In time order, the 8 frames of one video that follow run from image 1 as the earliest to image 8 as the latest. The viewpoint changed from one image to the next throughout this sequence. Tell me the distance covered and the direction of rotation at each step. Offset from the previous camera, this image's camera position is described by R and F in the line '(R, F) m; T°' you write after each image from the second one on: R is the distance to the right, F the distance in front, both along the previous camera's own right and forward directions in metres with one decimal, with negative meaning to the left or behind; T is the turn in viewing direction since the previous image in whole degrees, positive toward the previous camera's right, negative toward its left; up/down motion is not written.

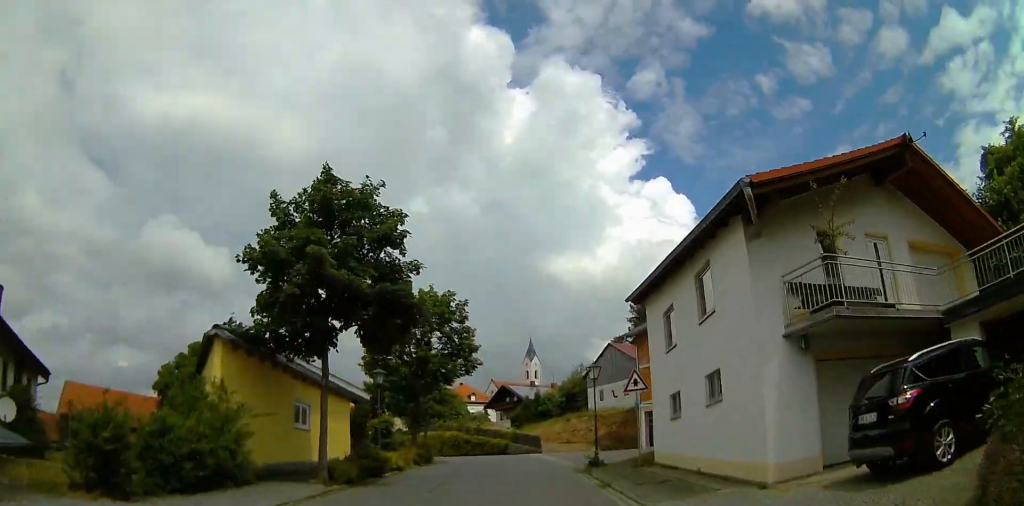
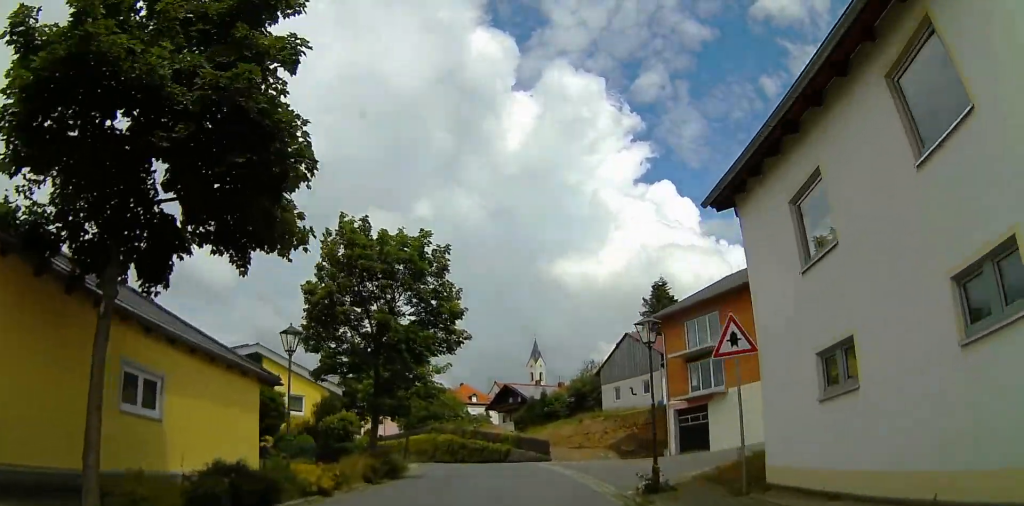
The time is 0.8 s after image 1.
(0.0, +9.1) m; 0°
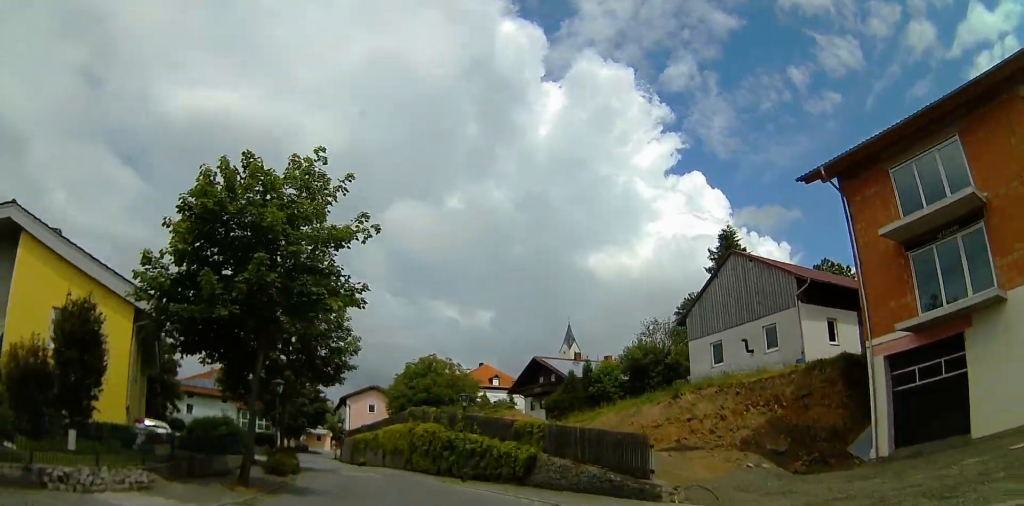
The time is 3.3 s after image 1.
(-0.2, +26.1) m; -4°
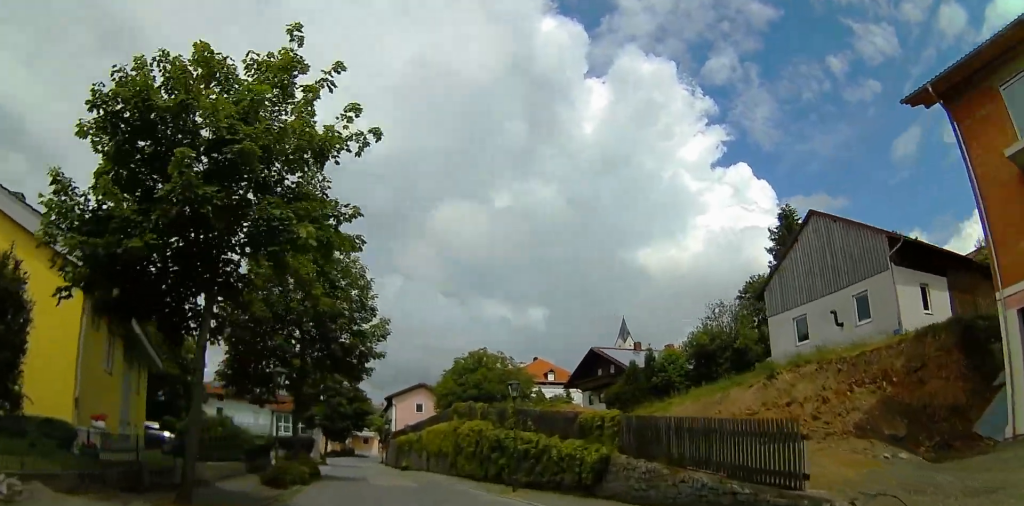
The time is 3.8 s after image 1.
(0.0, +5.2) m; -3°
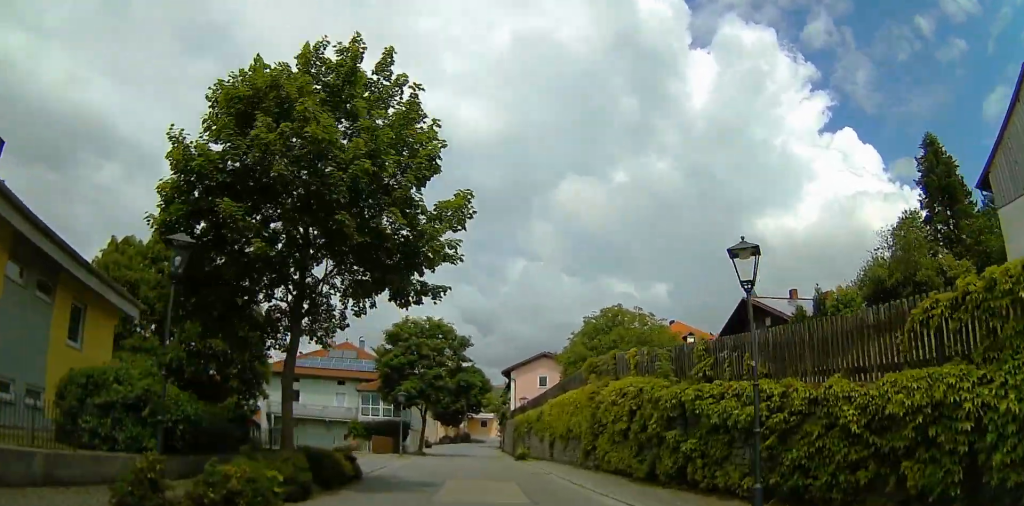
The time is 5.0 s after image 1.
(-0.9, +11.5) m; -11°
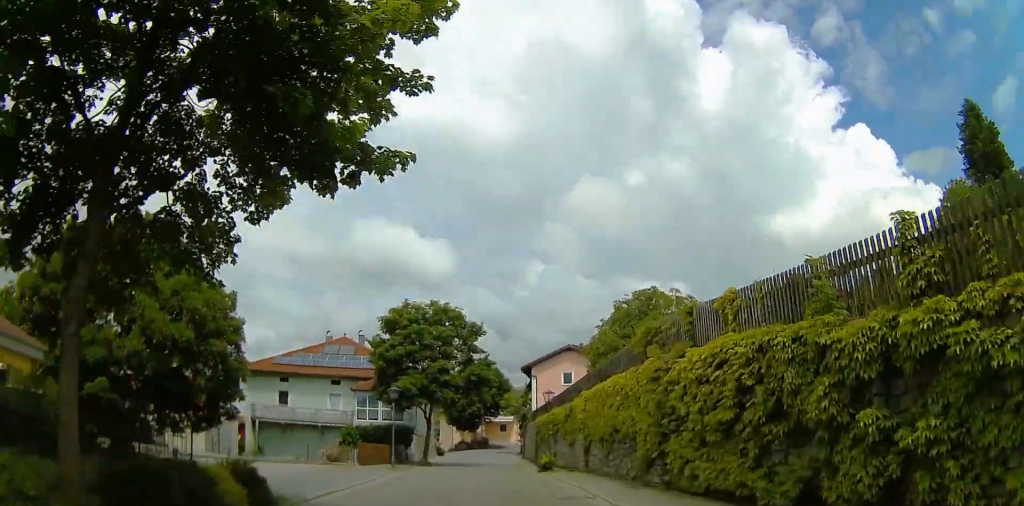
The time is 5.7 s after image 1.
(-0.6, +6.7) m; -3°
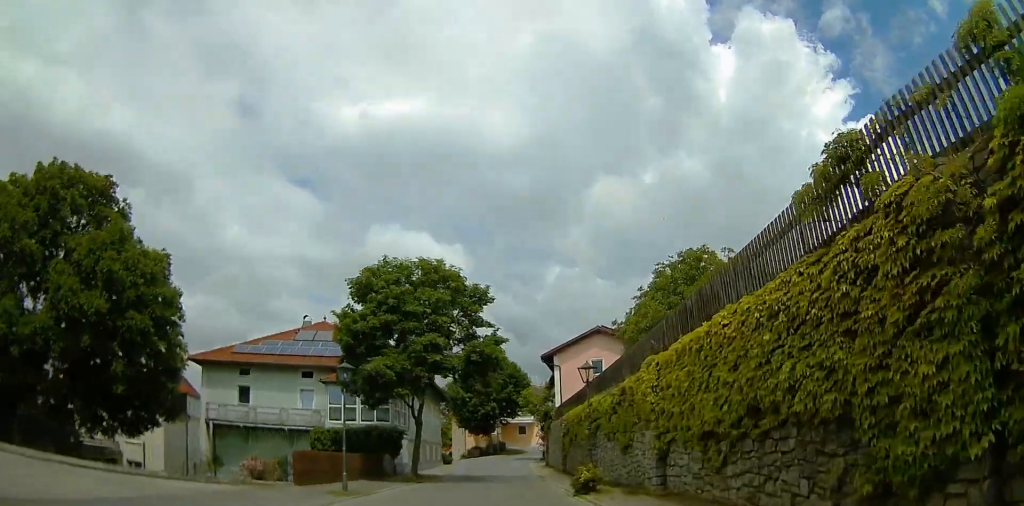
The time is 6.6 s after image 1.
(-0.1, +9.0) m; -2°
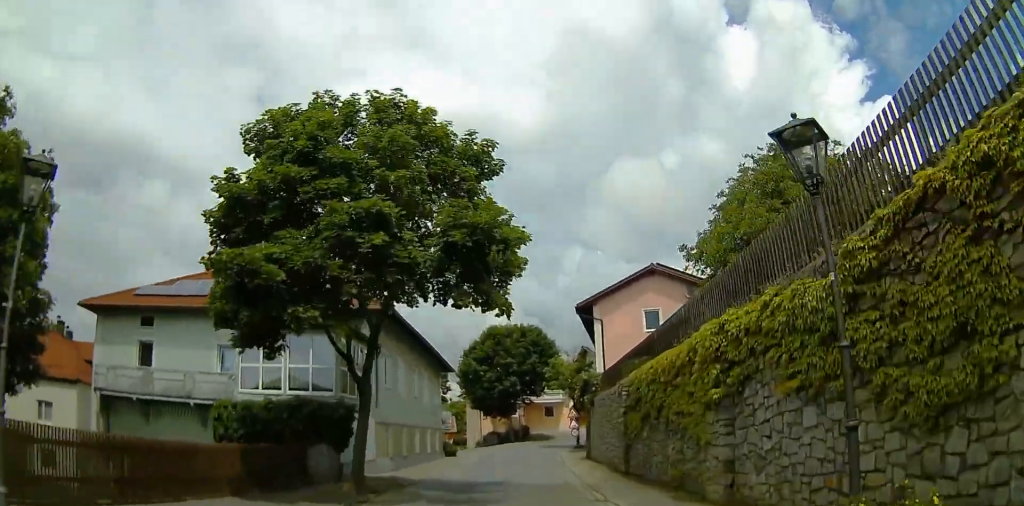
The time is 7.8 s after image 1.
(-0.4, +12.1) m; -5°
